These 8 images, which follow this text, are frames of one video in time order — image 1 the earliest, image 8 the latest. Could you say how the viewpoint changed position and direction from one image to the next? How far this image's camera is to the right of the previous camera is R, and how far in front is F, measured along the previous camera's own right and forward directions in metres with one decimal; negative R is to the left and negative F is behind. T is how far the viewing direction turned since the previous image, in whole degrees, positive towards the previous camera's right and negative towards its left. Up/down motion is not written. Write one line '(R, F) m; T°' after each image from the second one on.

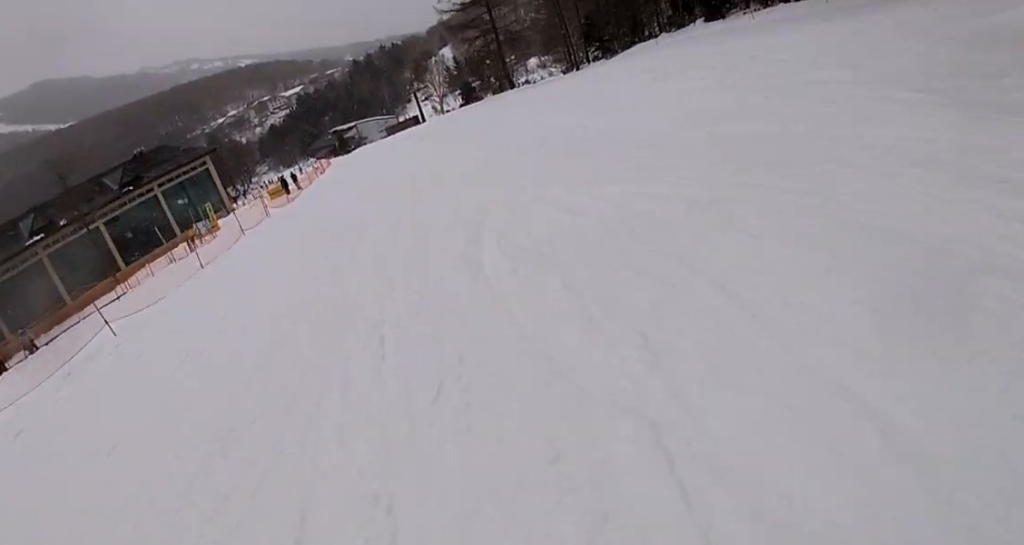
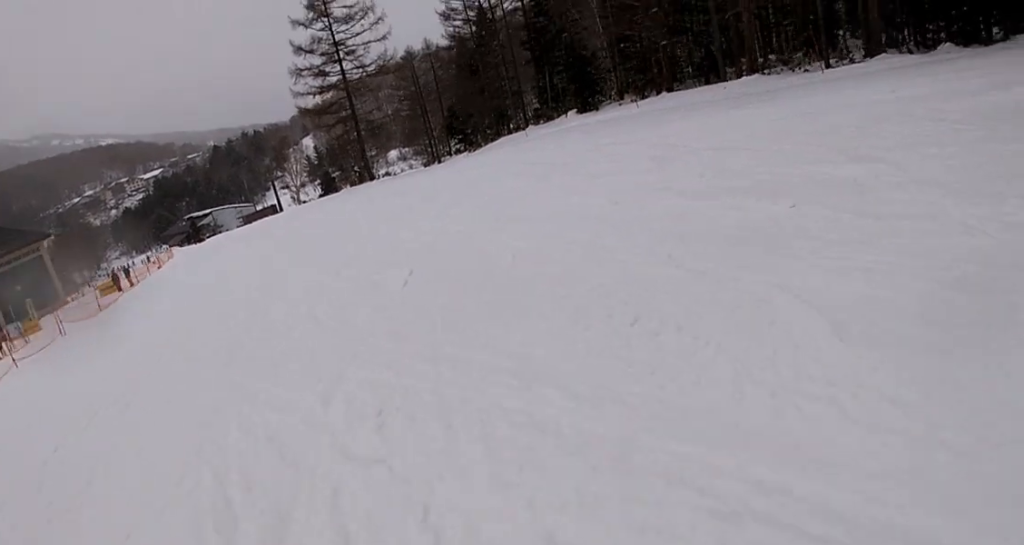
(+0.4, +5.3) m; +6°
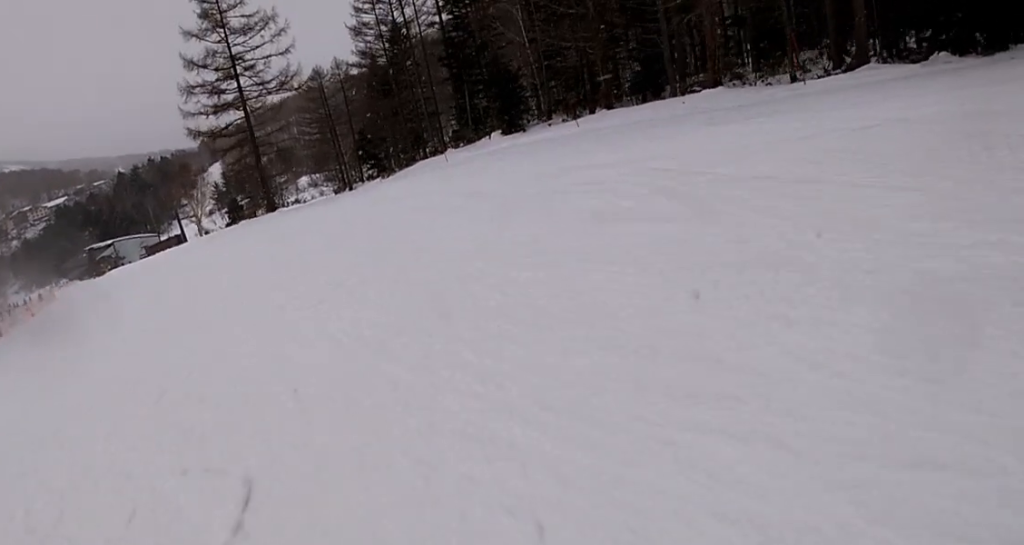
(+0.3, +5.0) m; +5°
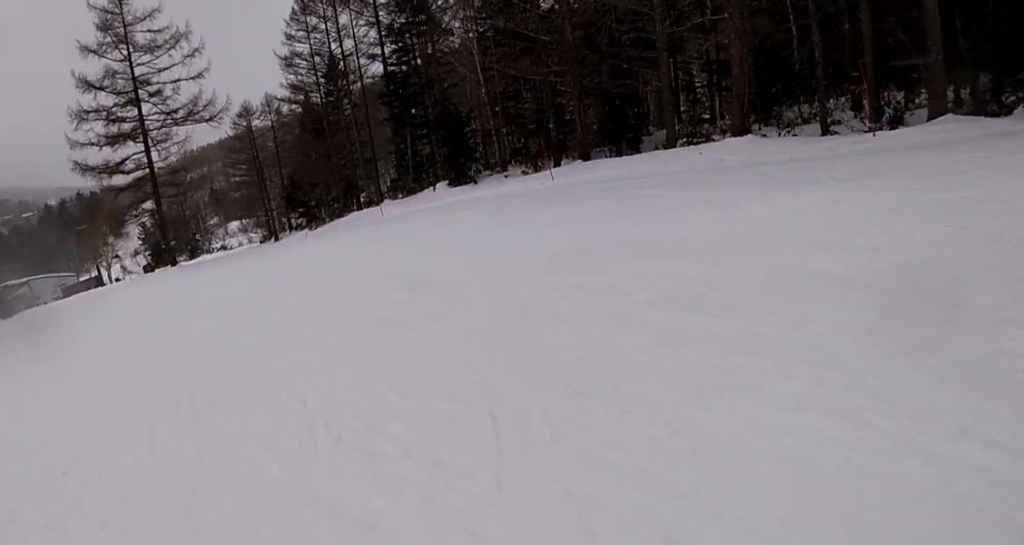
(+0.3, +6.8) m; +6°
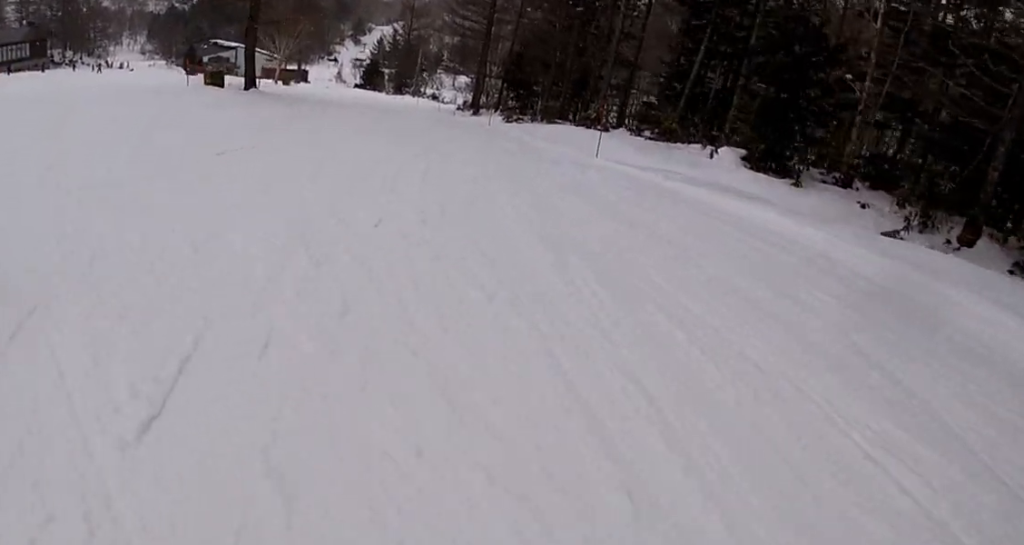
(0.0, +15.2) m; -18°
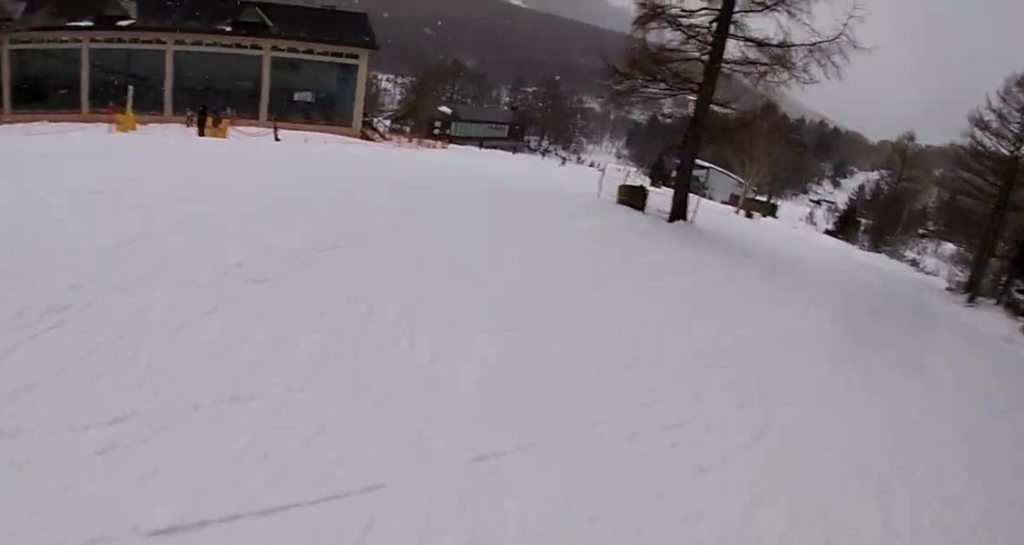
(-1.5, +7.0) m; -27°
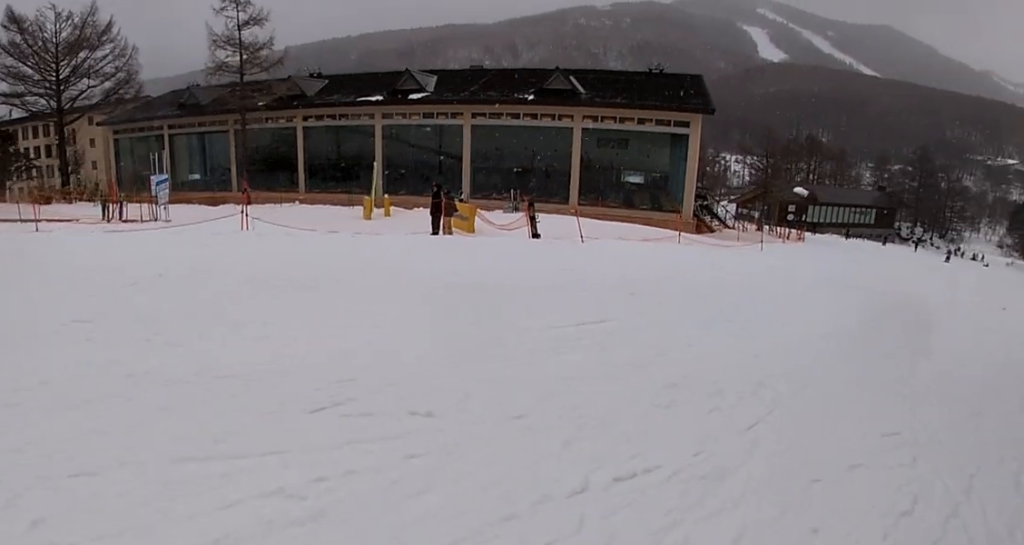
(-3.2, +9.7) m; -34°
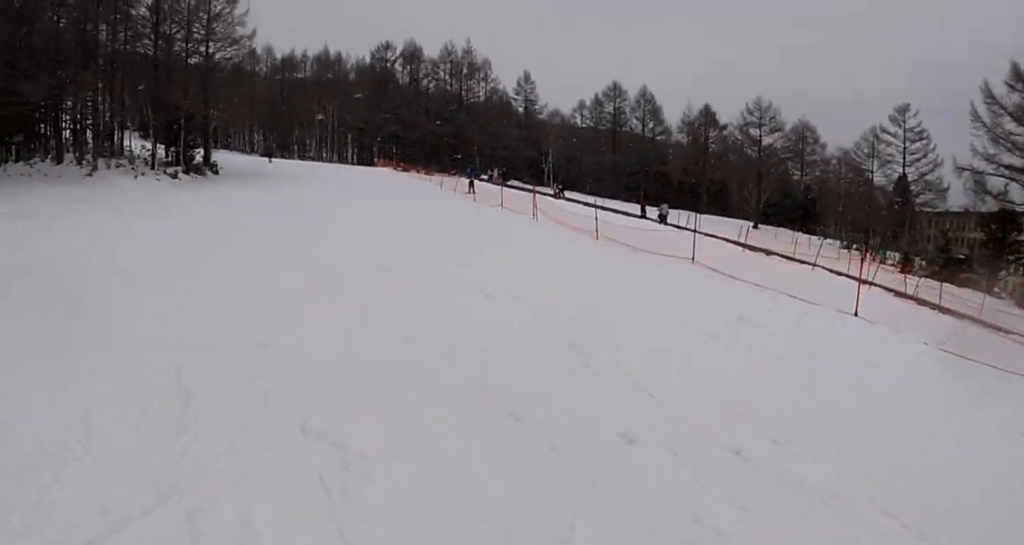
(-1.8, +6.0) m; -36°
